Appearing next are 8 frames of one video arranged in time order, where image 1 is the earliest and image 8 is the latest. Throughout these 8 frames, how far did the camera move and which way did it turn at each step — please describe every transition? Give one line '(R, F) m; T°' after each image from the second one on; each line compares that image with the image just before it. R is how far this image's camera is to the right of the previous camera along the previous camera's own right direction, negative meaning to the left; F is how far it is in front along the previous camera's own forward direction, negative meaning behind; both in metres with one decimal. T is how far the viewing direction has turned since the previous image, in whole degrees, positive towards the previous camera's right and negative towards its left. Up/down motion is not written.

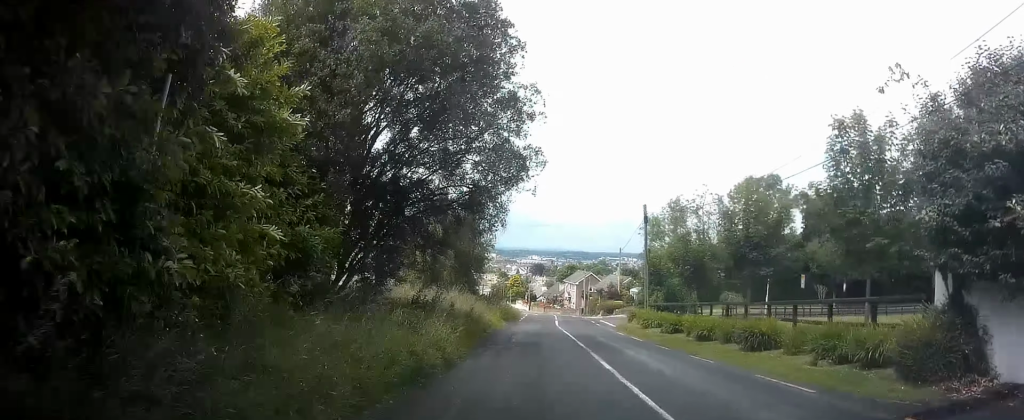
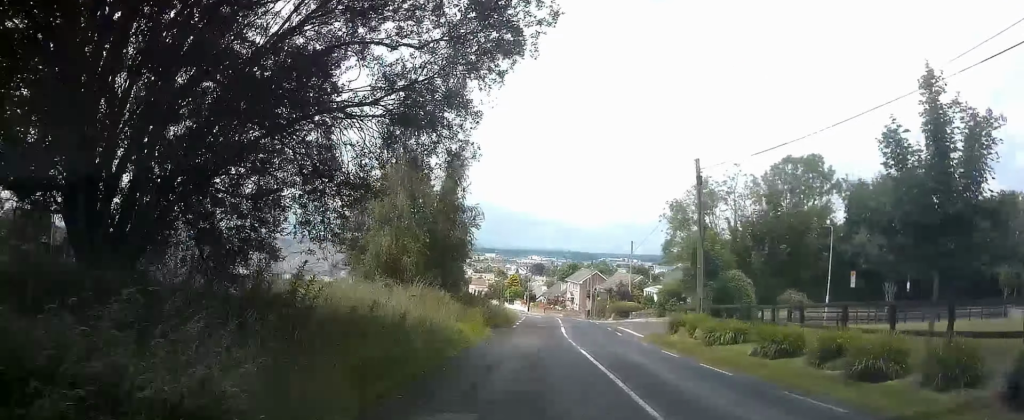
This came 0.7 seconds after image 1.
(-0.1, +9.3) m; -1°
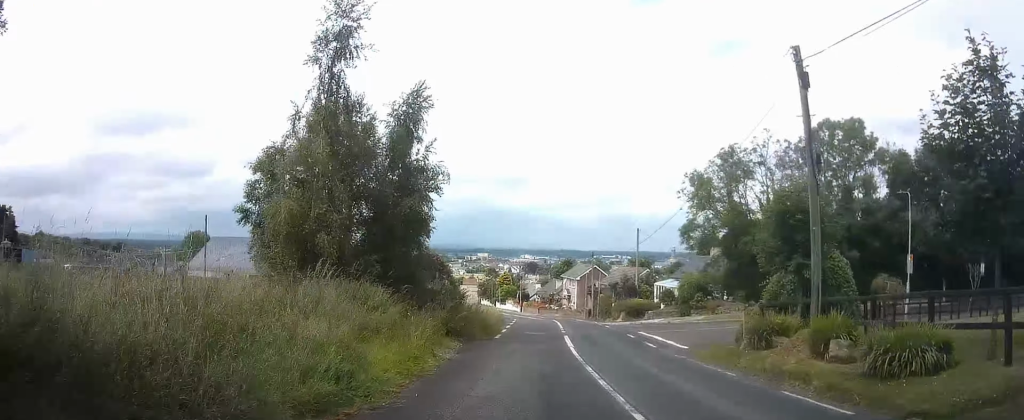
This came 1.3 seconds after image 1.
(-0.1, +8.6) m; -1°
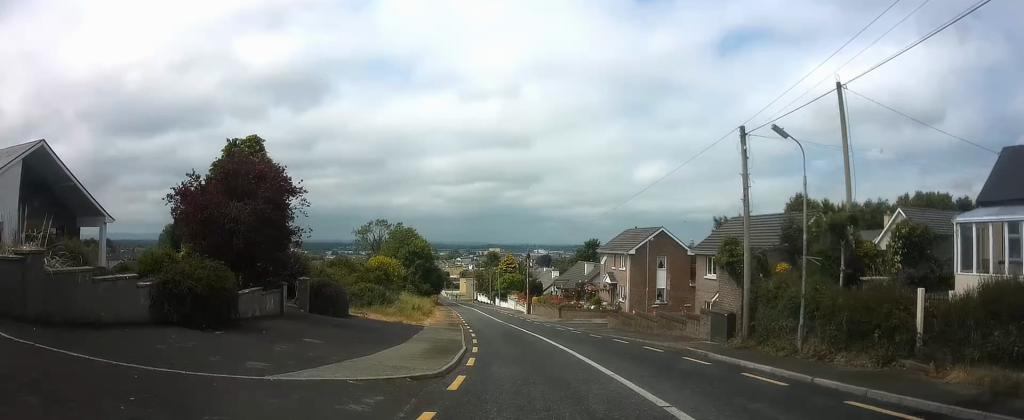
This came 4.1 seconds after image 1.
(+0.5, +39.9) m; 0°
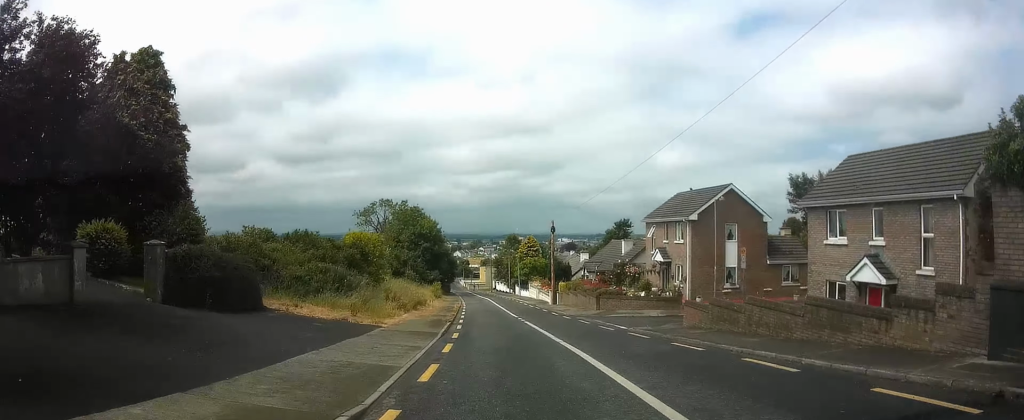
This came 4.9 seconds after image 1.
(-0.4, +12.5) m; -3°
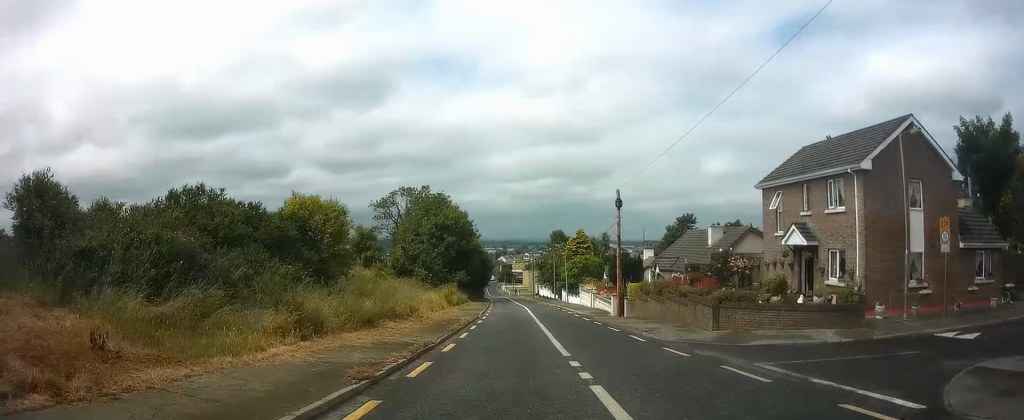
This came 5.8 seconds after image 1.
(-0.5, +15.5) m; -3°
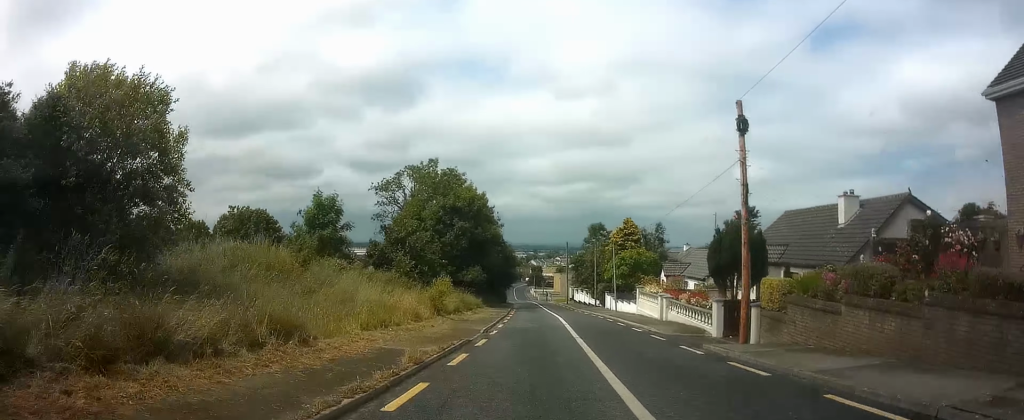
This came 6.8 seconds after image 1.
(-0.4, +15.2) m; -3°
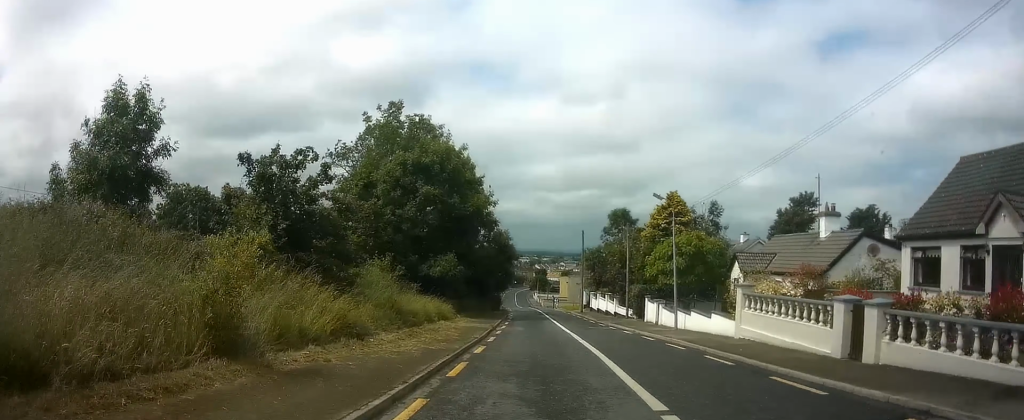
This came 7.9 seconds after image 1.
(-0.5, +17.9) m; -2°
